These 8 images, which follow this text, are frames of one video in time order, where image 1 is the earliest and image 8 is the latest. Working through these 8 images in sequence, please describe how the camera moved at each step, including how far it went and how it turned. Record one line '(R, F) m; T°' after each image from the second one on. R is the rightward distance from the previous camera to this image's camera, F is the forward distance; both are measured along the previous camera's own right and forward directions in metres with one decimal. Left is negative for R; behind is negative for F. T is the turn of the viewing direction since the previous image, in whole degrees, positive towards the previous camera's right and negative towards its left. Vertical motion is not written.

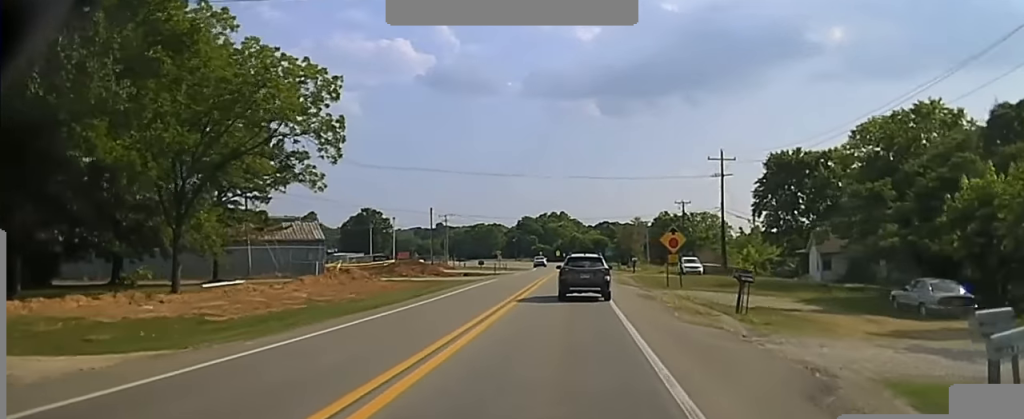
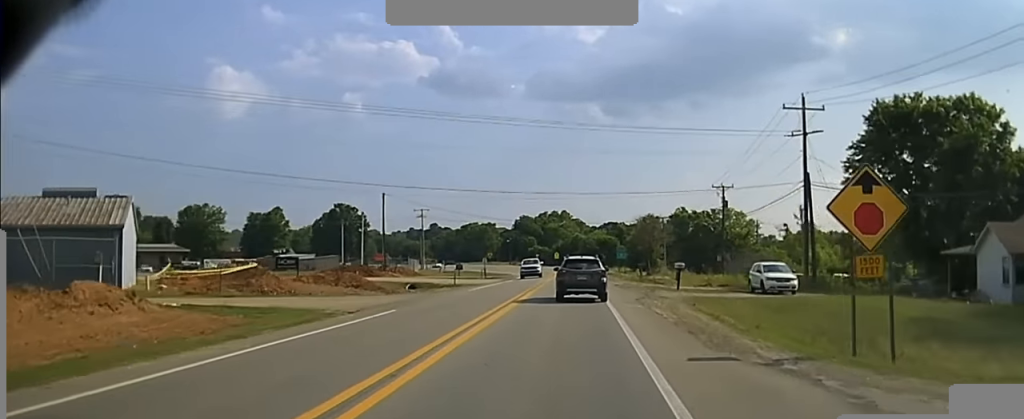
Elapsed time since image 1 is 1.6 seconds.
(+0.1, +34.0) m; -1°
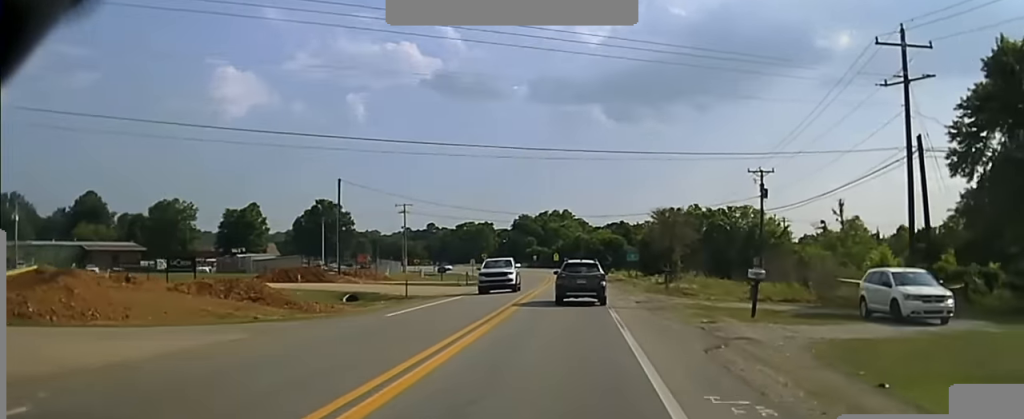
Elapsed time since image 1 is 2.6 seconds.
(-0.5, +17.3) m; -1°
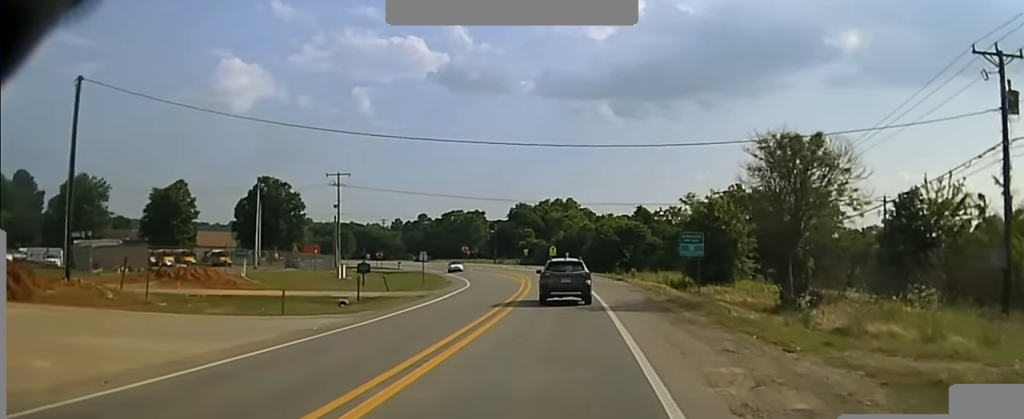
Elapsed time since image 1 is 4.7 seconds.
(+0.6, +39.0) m; +1°
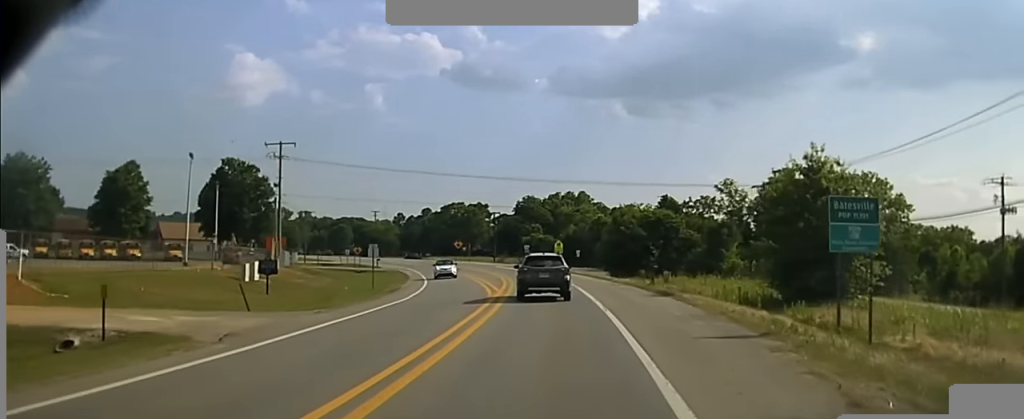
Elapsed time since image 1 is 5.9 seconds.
(-0.3, +25.0) m; -1°
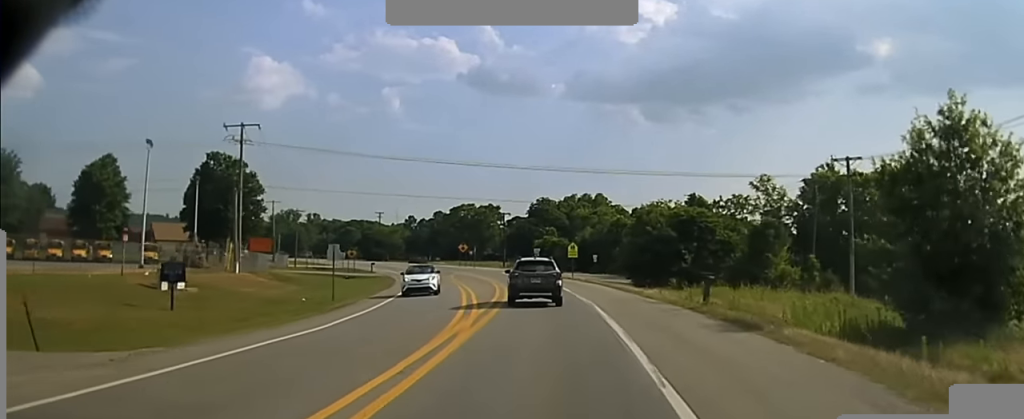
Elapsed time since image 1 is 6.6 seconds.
(-0.1, +15.1) m; -1°
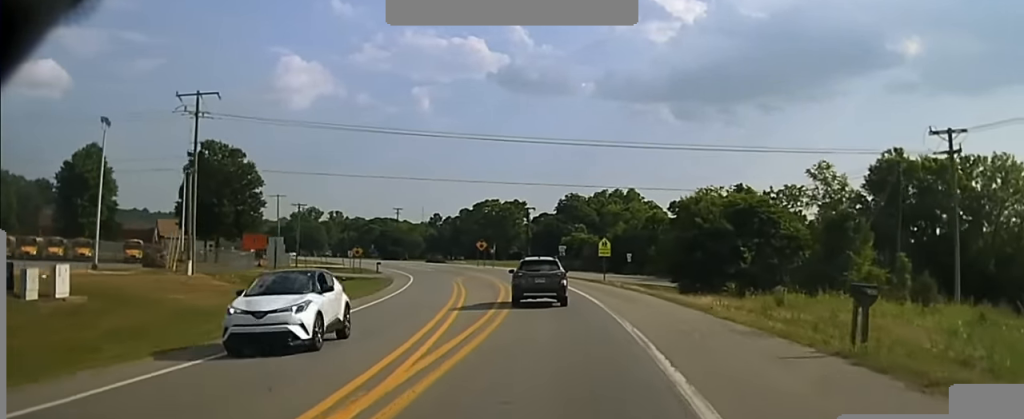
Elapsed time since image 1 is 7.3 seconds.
(-0.2, +15.9) m; -2°
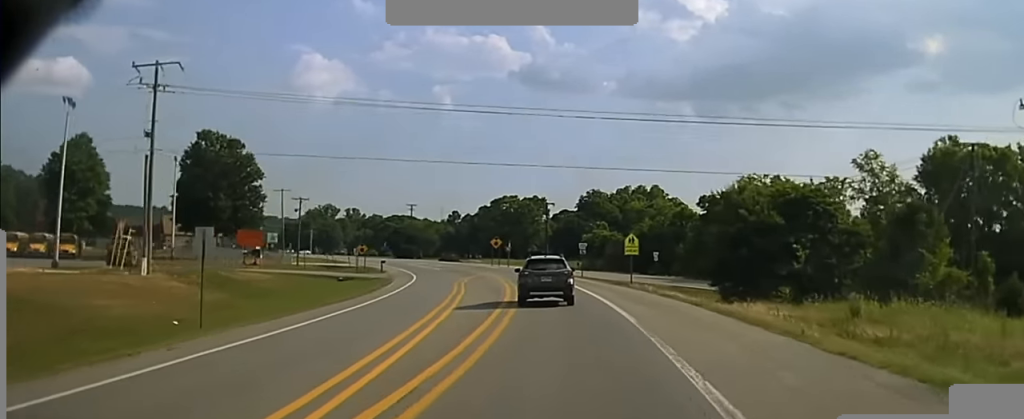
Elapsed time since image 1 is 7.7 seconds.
(0.0, +10.8) m; -1°
